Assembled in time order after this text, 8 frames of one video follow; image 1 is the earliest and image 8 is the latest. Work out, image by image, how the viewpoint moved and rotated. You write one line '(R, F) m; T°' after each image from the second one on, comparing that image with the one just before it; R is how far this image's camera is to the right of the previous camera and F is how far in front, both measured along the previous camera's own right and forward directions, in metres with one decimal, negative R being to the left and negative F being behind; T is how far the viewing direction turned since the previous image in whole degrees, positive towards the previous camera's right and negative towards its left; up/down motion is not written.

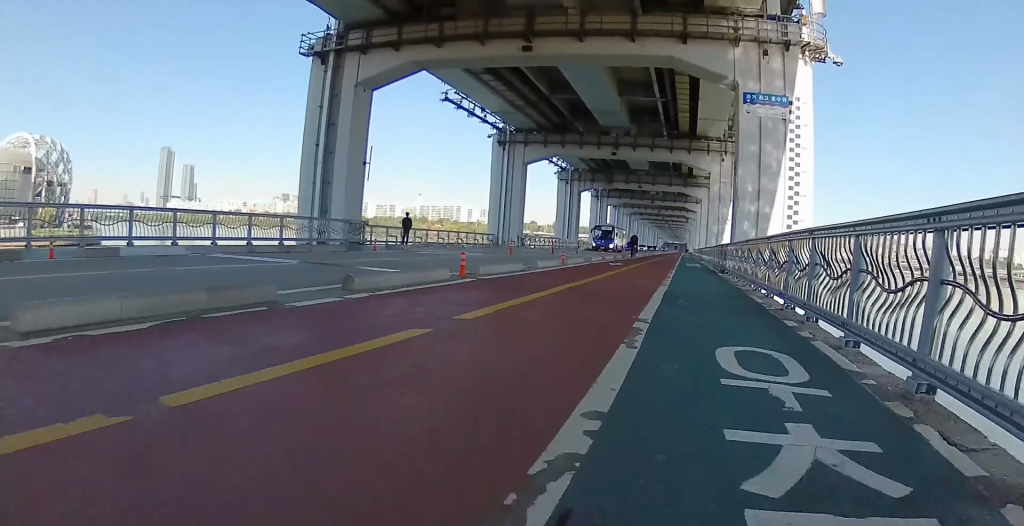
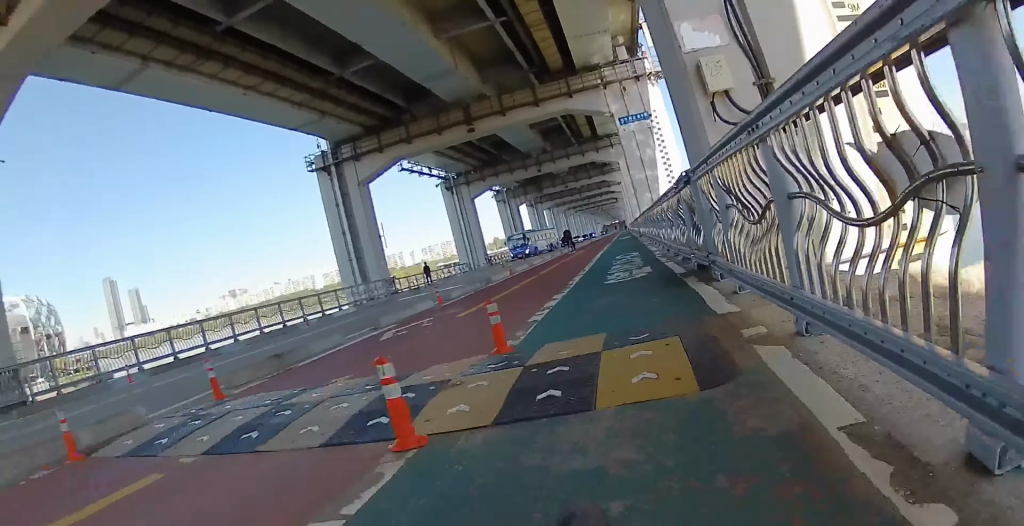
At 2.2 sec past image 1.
(+0.3, +13.5) m; -2°
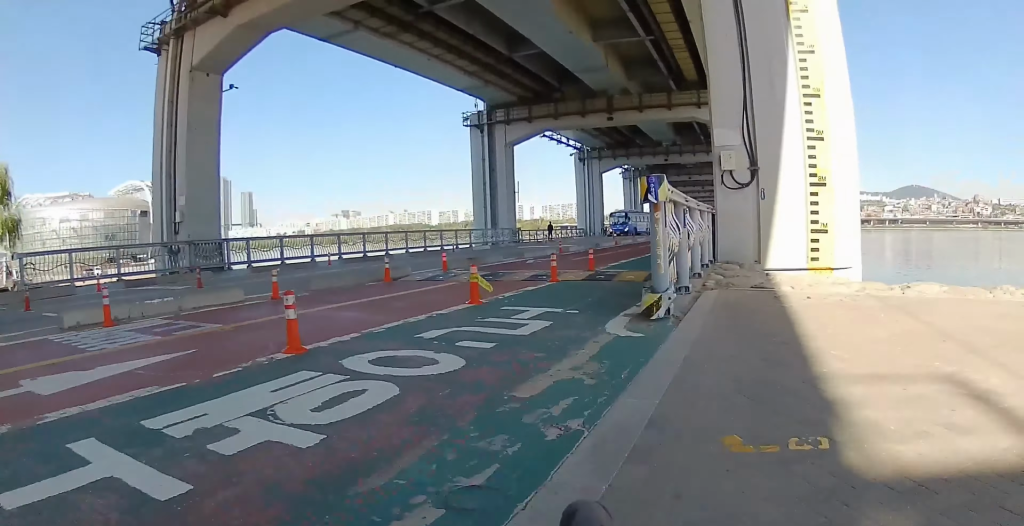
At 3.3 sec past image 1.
(-0.5, +6.8) m; -2°
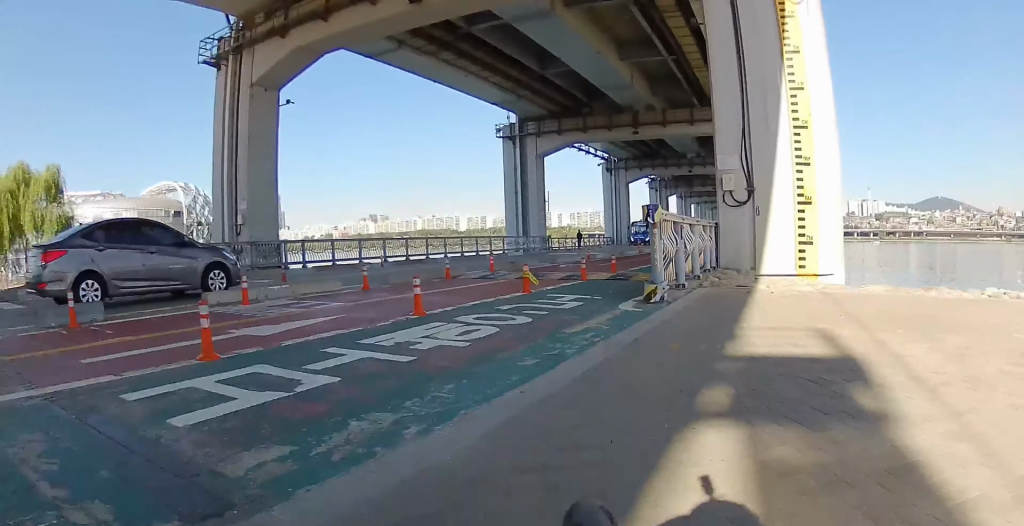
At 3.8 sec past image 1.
(+0.1, +2.6) m; 0°
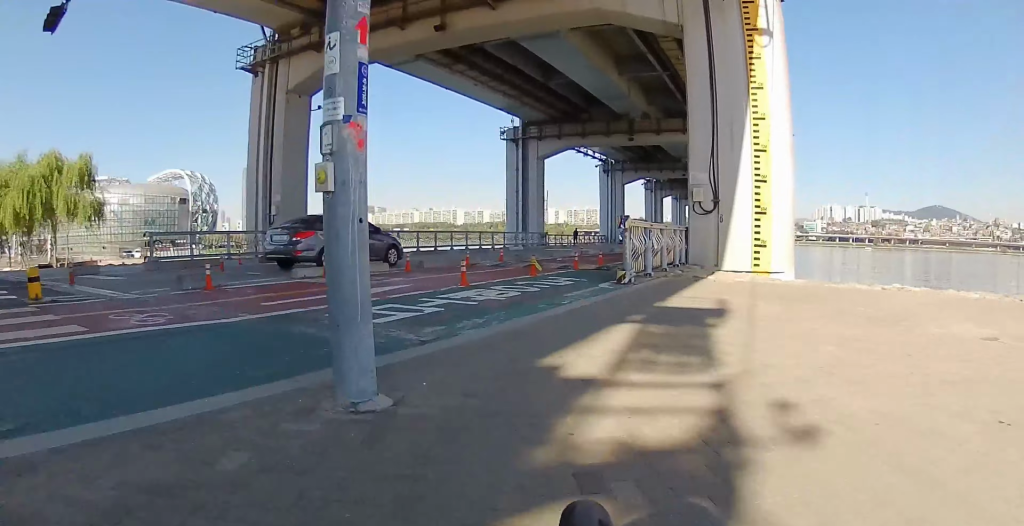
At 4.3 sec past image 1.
(+0.2, +3.4) m; 0°
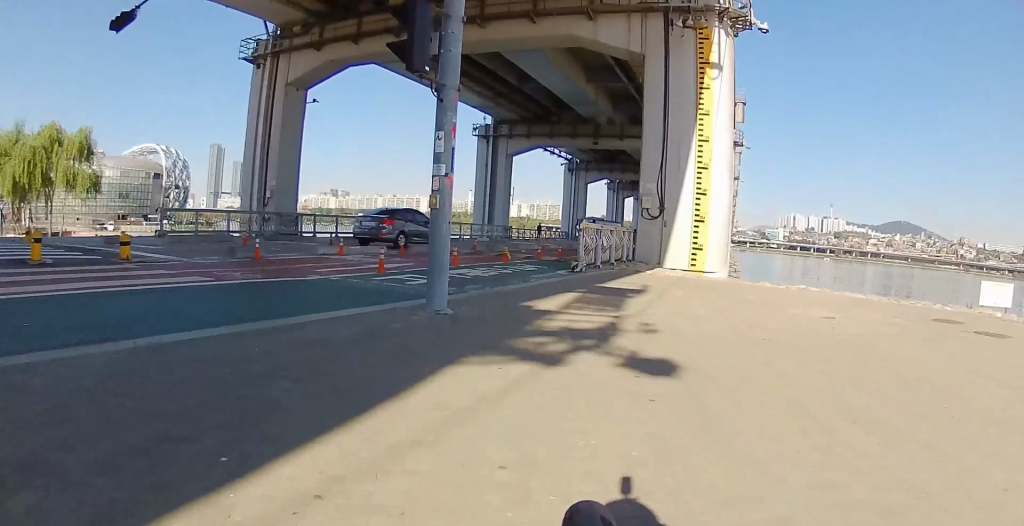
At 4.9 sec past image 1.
(-0.1, +3.1) m; -1°
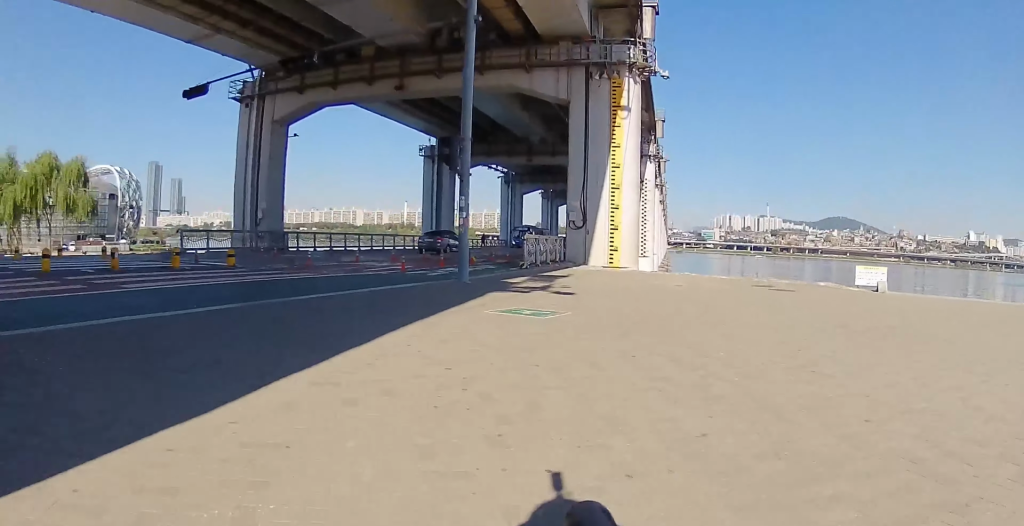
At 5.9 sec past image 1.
(-0.2, +6.1) m; -2°
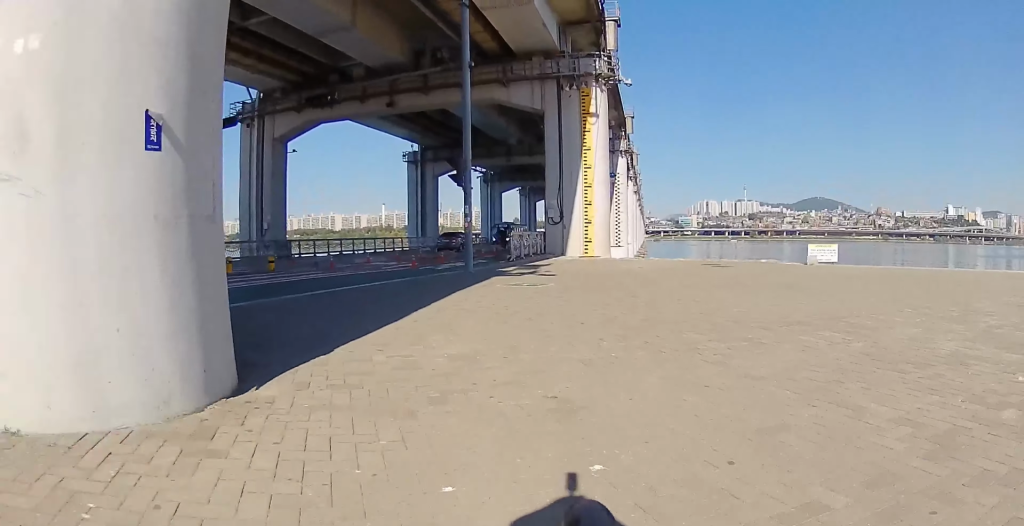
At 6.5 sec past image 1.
(0.0, +3.4) m; 0°
